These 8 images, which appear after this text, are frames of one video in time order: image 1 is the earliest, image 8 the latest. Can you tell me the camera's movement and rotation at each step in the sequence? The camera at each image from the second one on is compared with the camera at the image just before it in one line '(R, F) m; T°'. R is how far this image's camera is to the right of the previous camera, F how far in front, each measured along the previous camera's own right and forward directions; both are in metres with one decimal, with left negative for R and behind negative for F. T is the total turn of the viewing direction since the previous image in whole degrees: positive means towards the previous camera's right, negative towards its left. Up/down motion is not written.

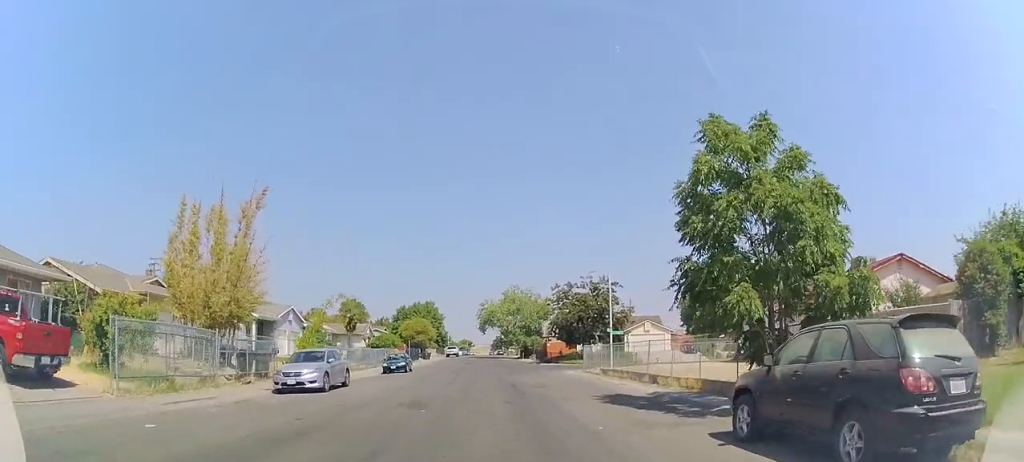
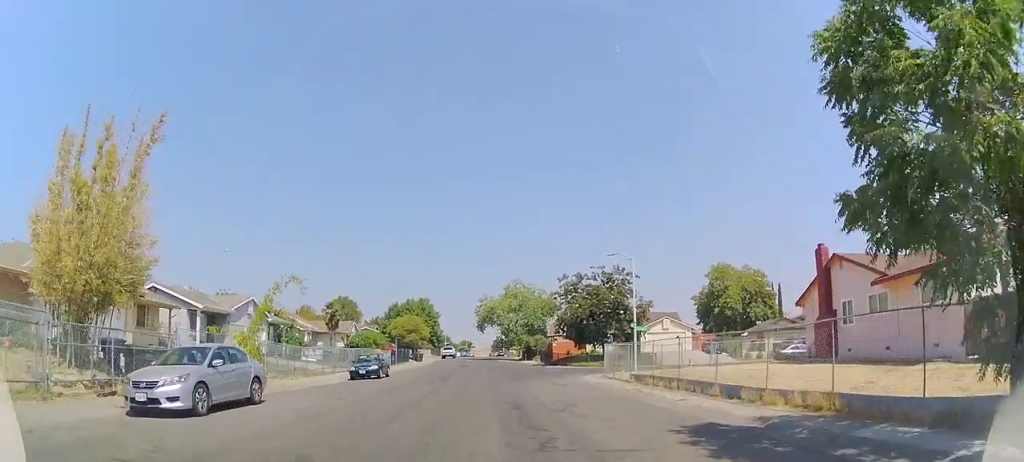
(0.0, +7.4) m; 0°
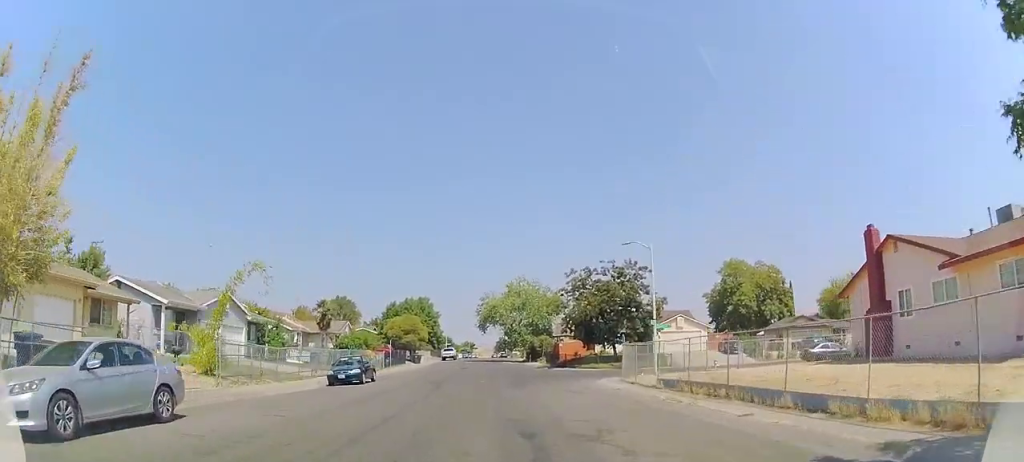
(0.0, +3.8) m; 0°
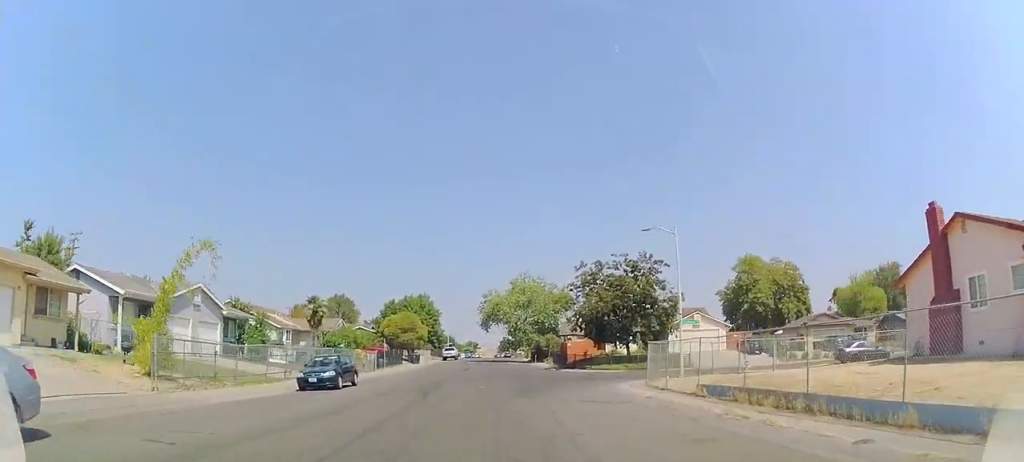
(0.0, +4.1) m; 0°
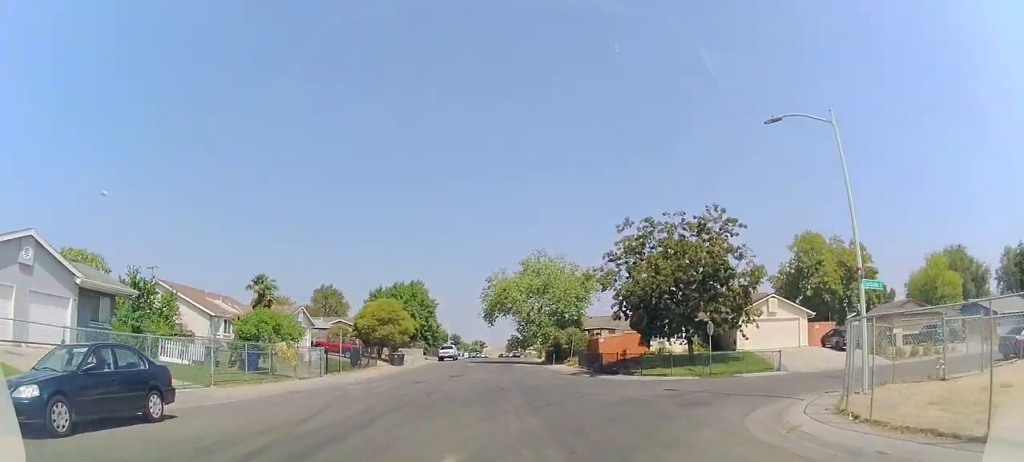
(+0.1, +14.6) m; 0°
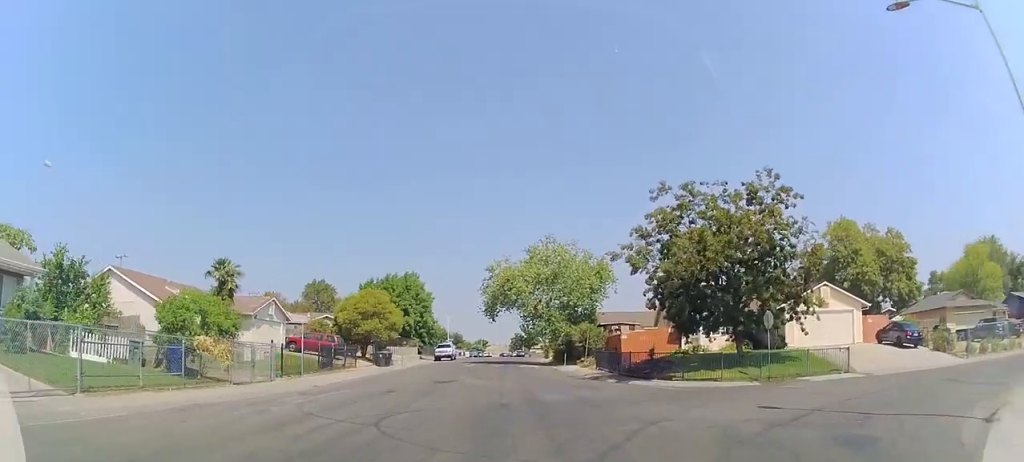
(0.0, +6.8) m; -1°
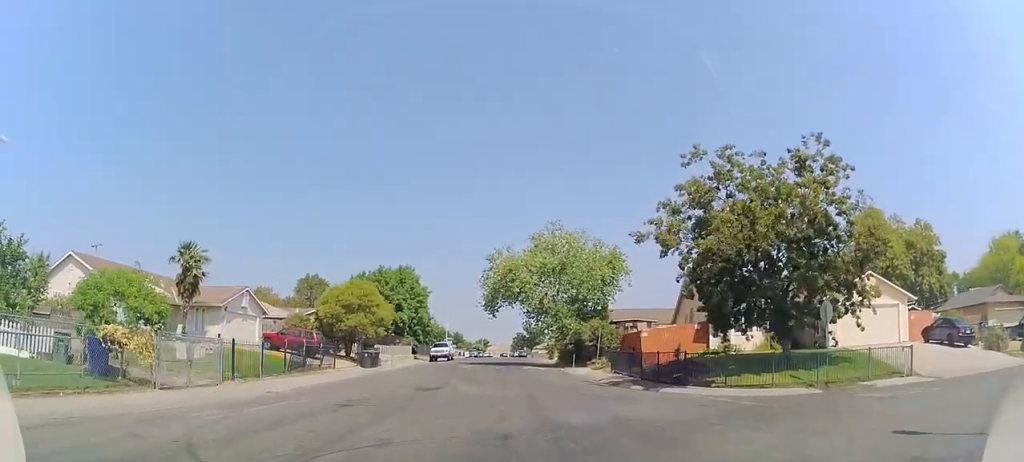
(+0.1, +4.7) m; -2°
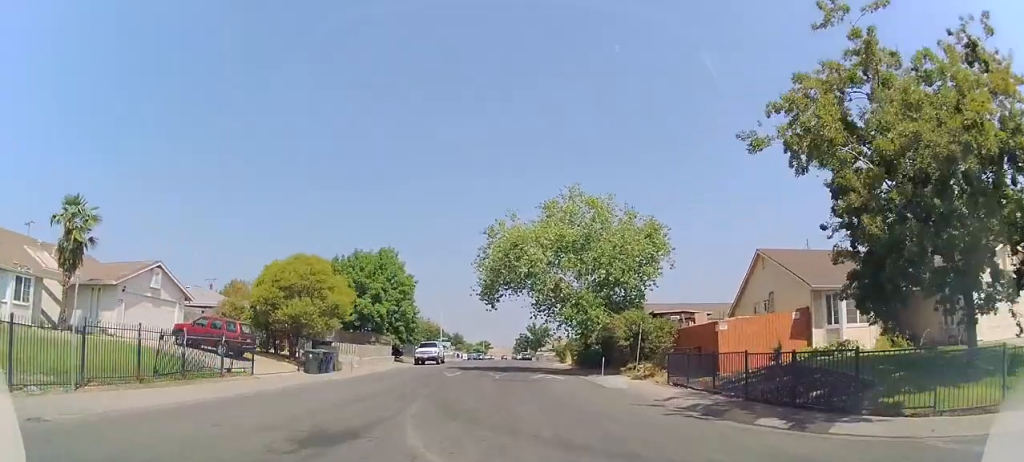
(-0.3, +10.8) m; 0°
